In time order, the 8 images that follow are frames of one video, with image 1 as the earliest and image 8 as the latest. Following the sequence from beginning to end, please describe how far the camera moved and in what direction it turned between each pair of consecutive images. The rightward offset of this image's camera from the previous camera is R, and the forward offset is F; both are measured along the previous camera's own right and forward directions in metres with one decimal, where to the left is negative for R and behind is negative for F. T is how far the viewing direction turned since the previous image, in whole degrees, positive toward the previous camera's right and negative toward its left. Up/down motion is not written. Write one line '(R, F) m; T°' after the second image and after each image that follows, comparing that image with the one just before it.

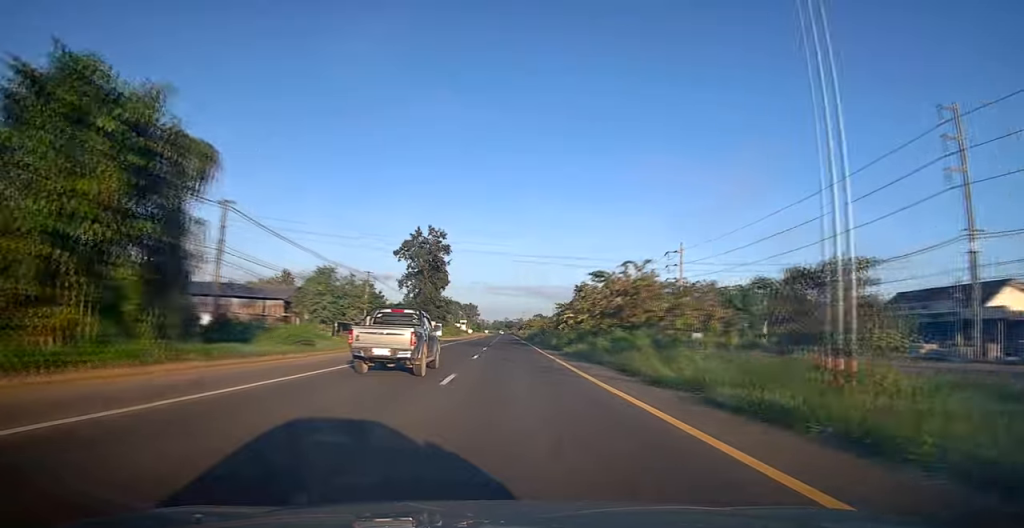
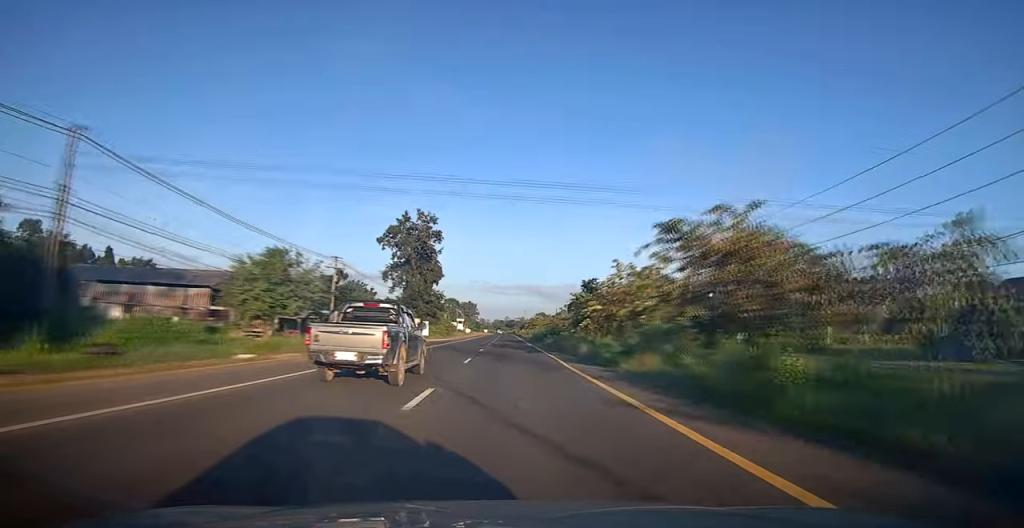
(+0.2, +16.2) m; +1°
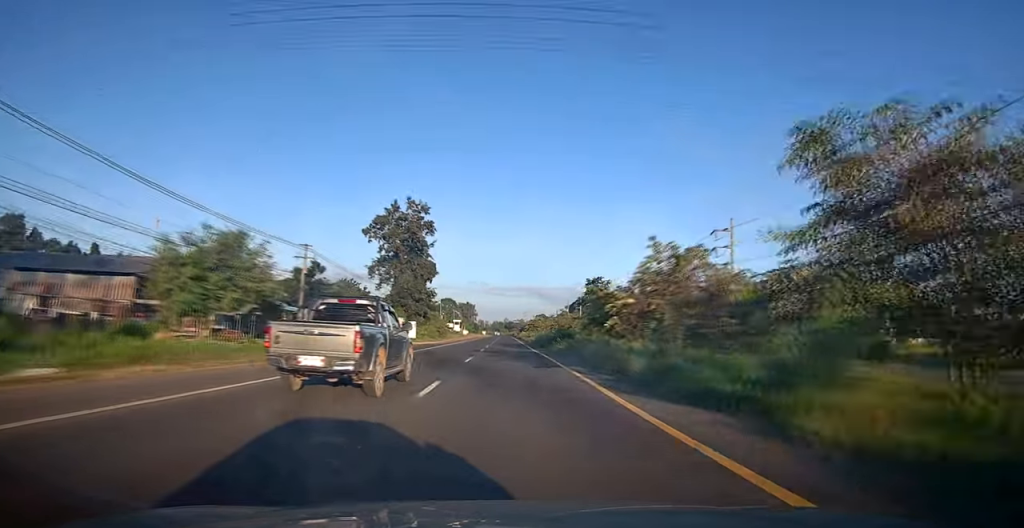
(+0.1, +10.2) m; 0°
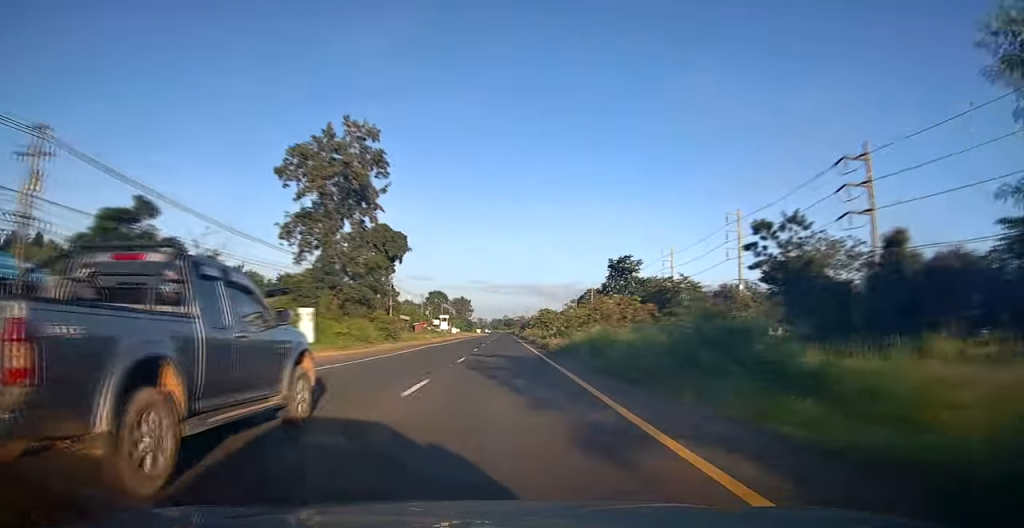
(-0.2, +36.6) m; -1°
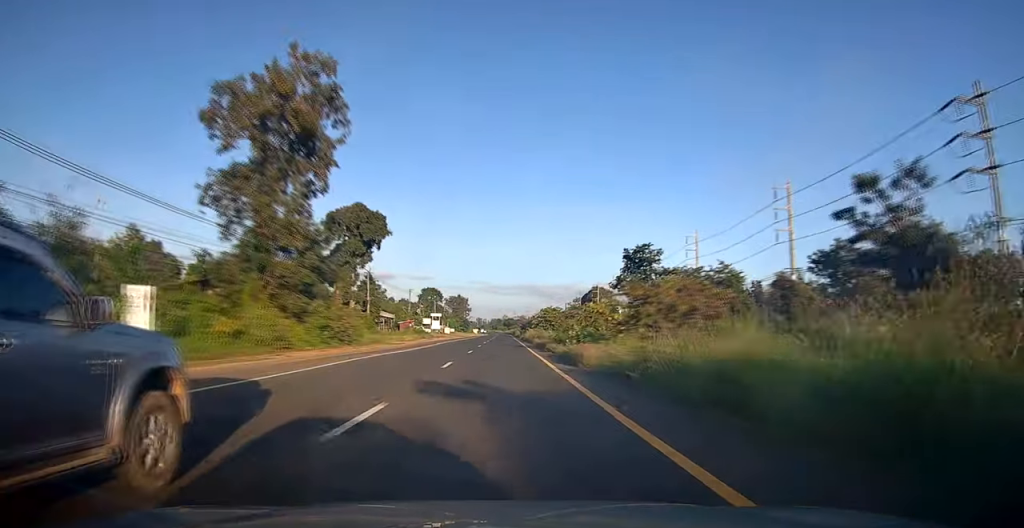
(-0.2, +16.2) m; -1°
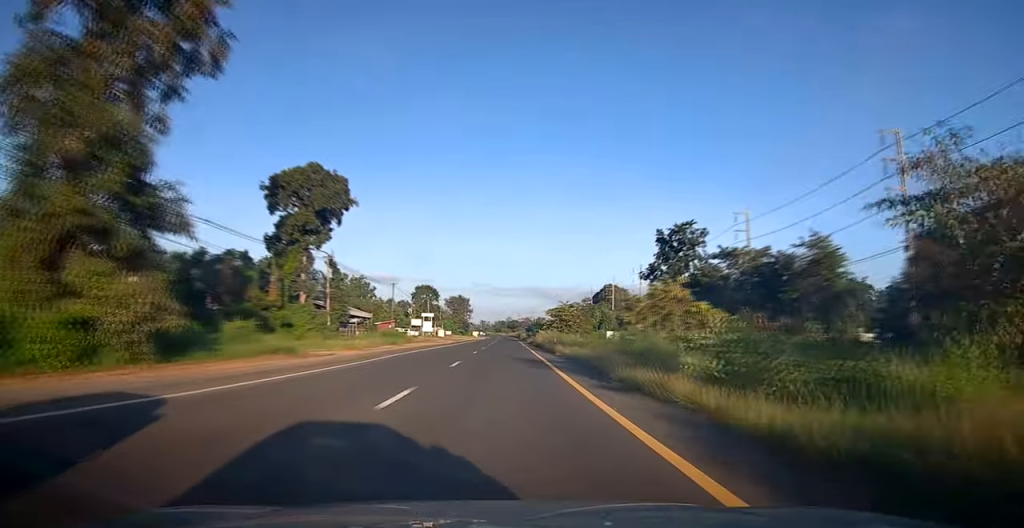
(-0.2, +21.2) m; 0°
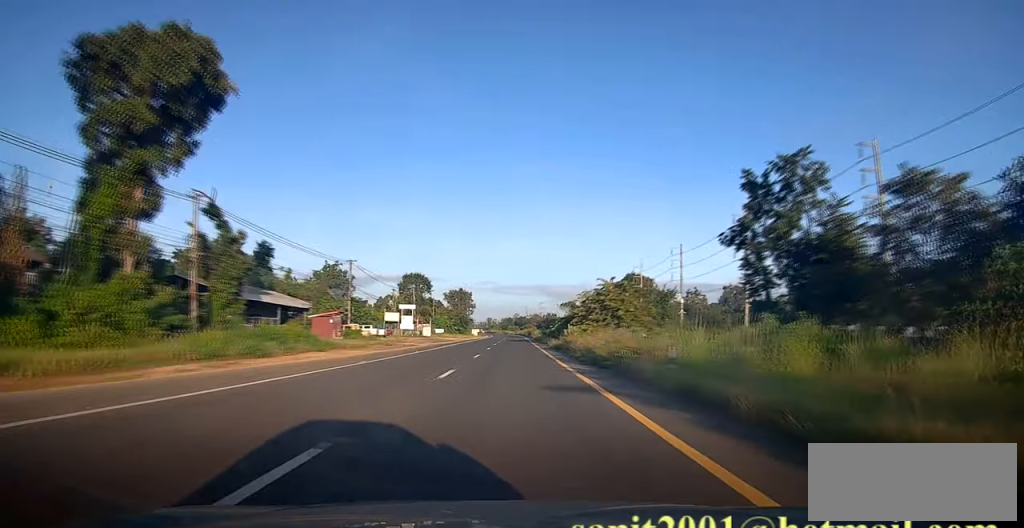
(+0.2, +30.1) m; 0°
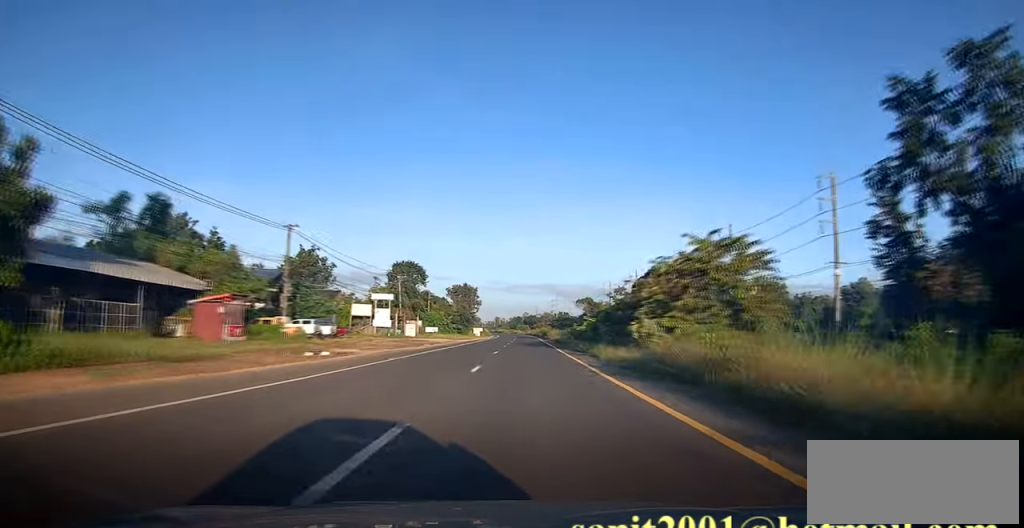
(-0.1, +22.5) m; 0°
